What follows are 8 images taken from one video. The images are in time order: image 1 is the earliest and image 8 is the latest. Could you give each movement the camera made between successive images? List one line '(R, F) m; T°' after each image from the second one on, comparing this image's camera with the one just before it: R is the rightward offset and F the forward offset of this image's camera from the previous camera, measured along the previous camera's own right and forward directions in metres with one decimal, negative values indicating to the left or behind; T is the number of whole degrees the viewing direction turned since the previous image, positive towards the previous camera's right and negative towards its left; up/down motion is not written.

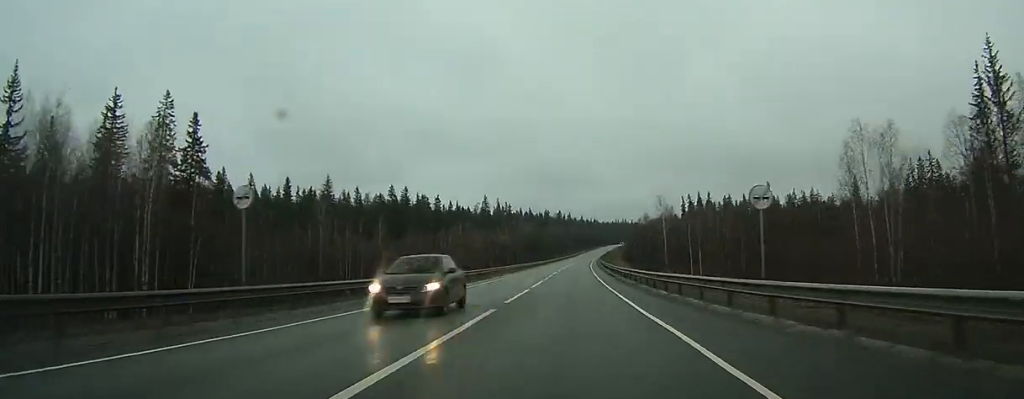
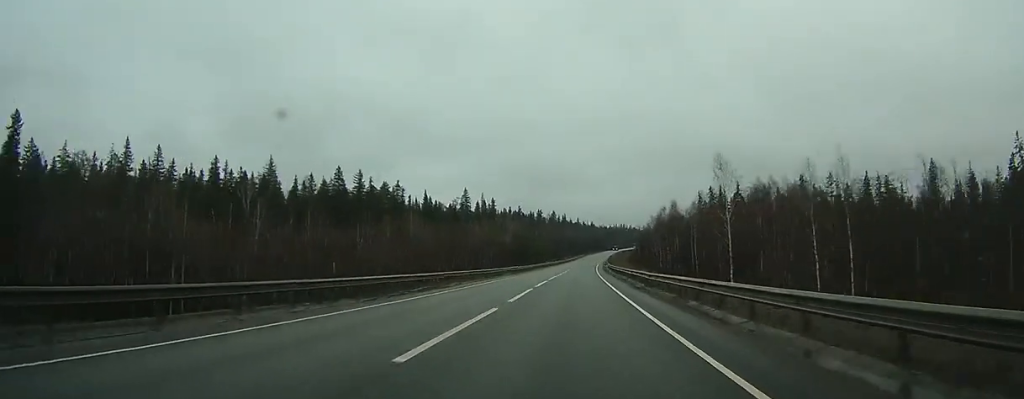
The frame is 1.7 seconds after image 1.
(+0.4, +48.4) m; +1°
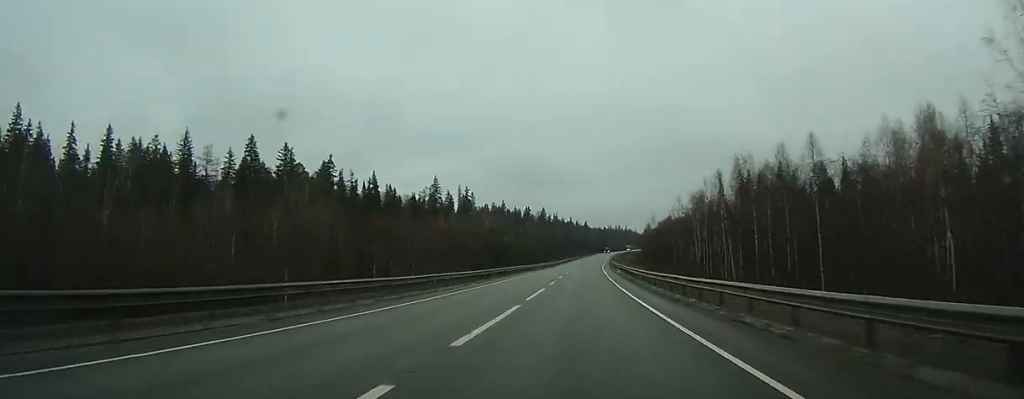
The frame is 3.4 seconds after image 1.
(0.0, +47.1) m; +1°
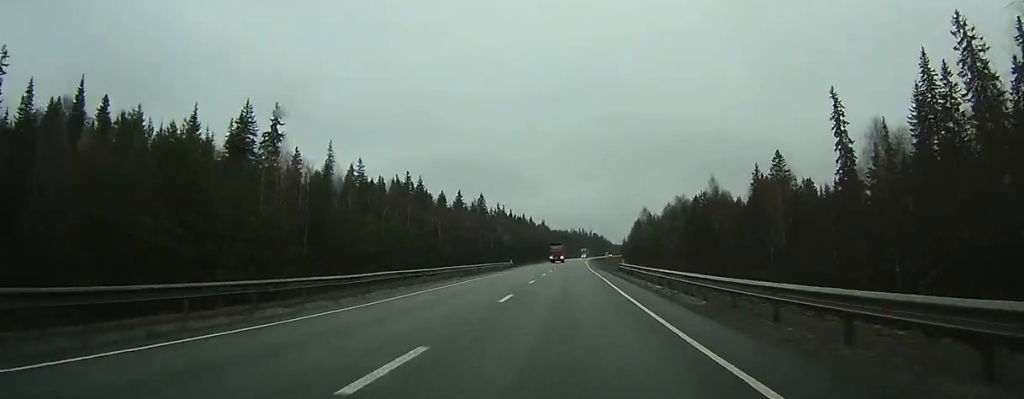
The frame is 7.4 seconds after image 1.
(+3.1, +114.8) m; +3°
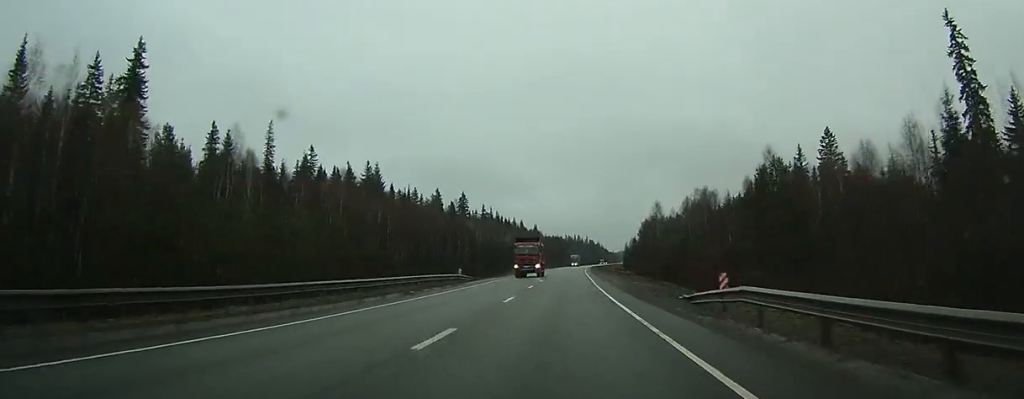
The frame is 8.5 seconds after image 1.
(+0.3, +32.9) m; +1°
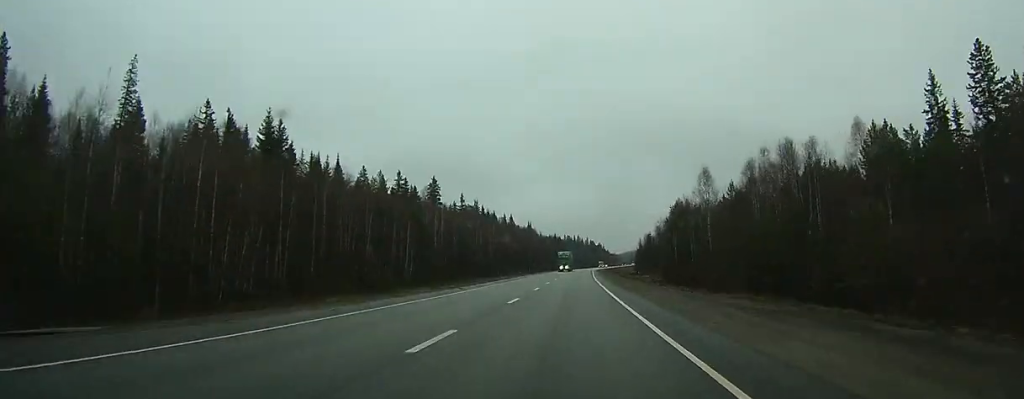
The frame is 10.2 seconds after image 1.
(+0.3, +48.5) m; +1°
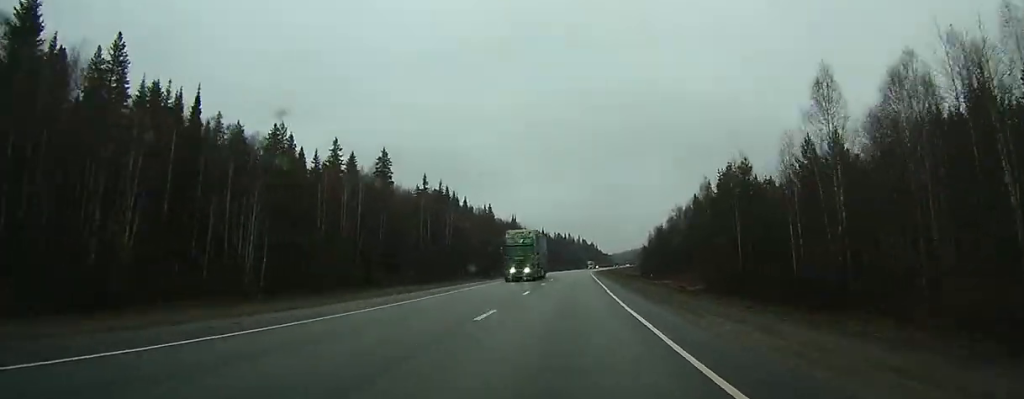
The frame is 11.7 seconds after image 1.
(+0.2, +42.8) m; 0°
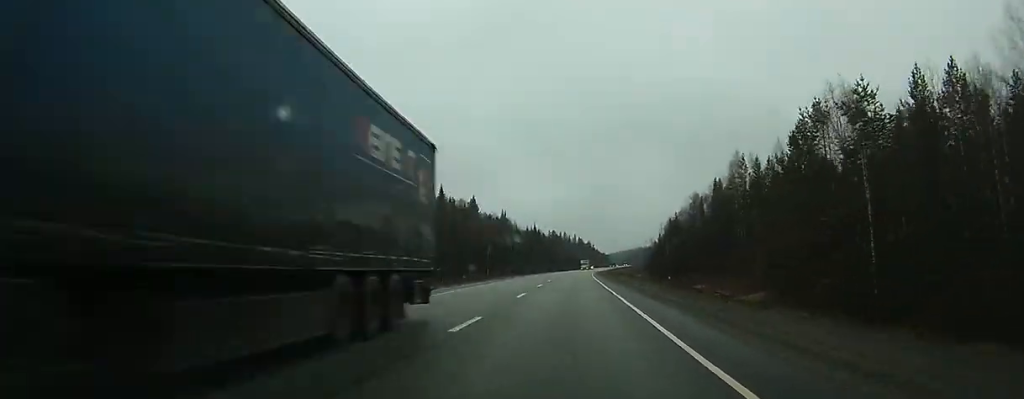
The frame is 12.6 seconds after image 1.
(0.0, +27.2) m; 0°
